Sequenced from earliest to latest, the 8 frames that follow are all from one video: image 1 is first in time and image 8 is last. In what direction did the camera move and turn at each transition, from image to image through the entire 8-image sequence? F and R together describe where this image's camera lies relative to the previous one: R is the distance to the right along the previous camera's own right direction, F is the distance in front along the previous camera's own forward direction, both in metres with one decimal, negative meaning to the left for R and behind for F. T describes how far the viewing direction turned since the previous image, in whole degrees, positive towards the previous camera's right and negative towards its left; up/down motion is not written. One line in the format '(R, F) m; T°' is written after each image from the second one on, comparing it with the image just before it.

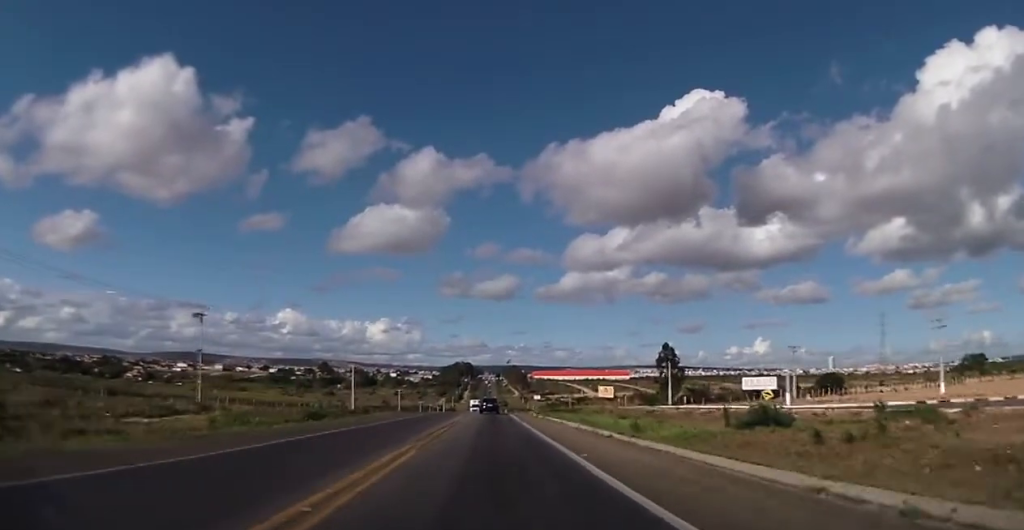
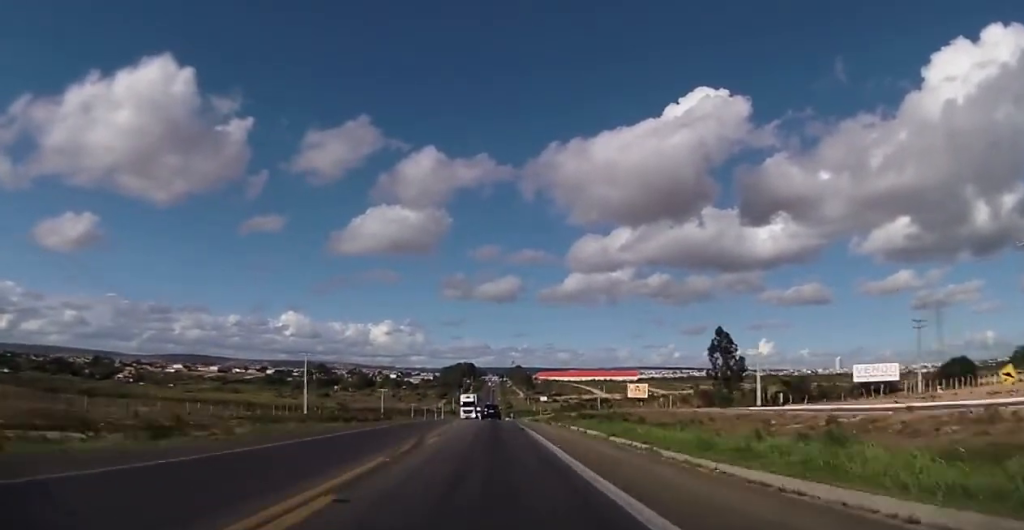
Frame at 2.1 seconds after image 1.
(+0.7, +38.8) m; +1°
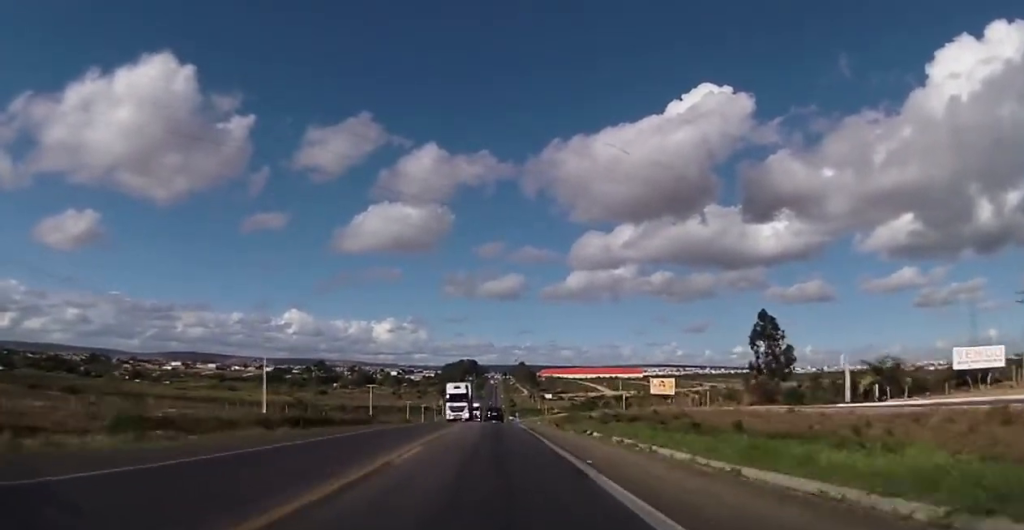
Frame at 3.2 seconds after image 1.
(0.0, +20.4) m; -1°
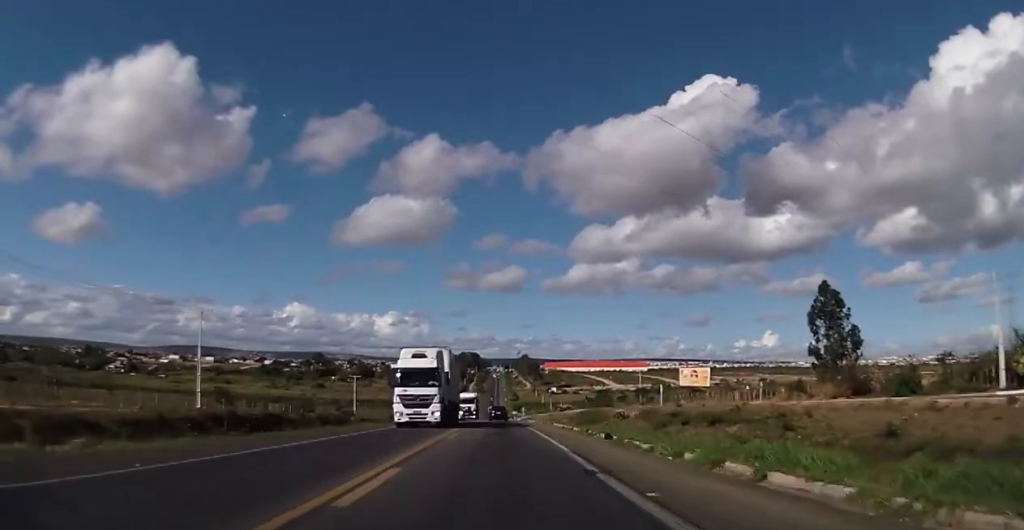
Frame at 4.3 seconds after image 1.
(-0.3, +20.6) m; 0°
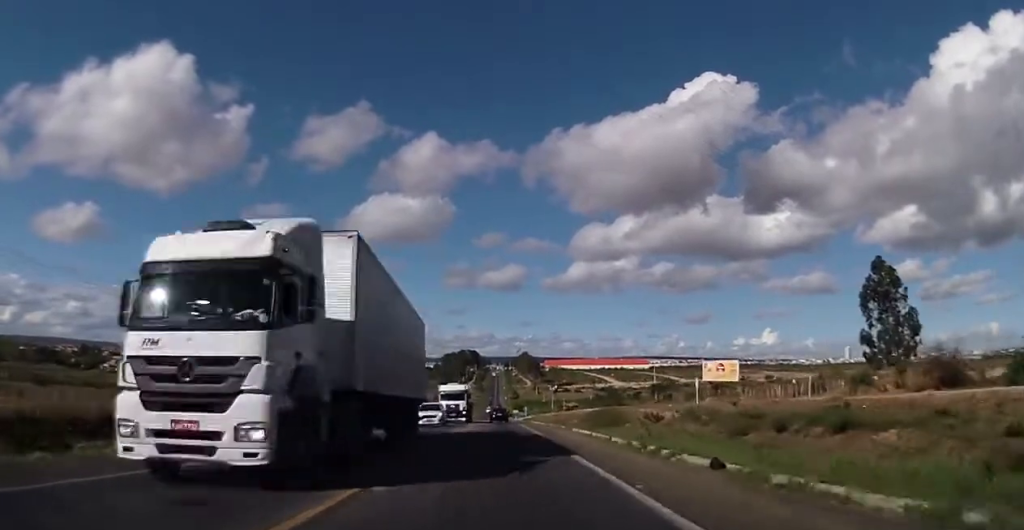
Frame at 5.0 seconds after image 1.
(+0.2, +13.8) m; -1°
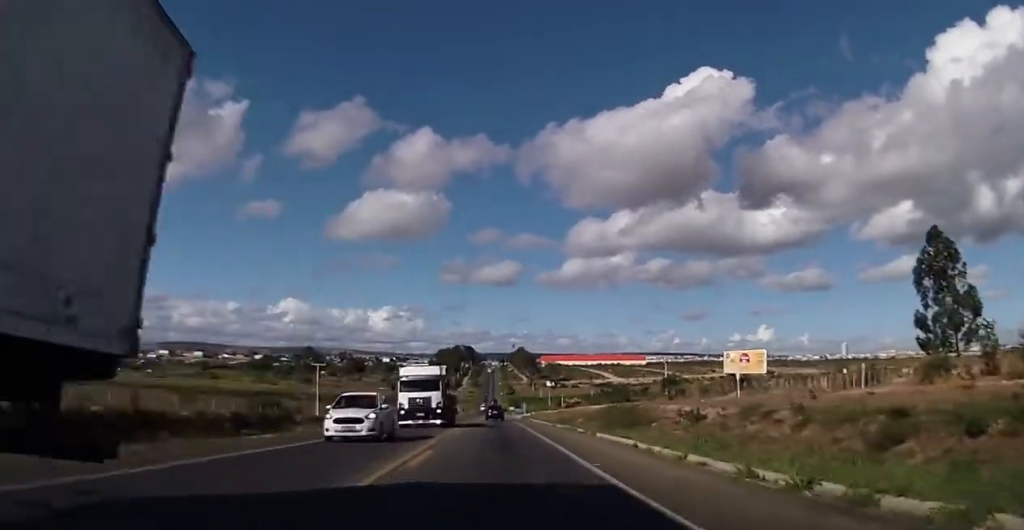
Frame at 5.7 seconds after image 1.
(-0.1, +12.0) m; 0°
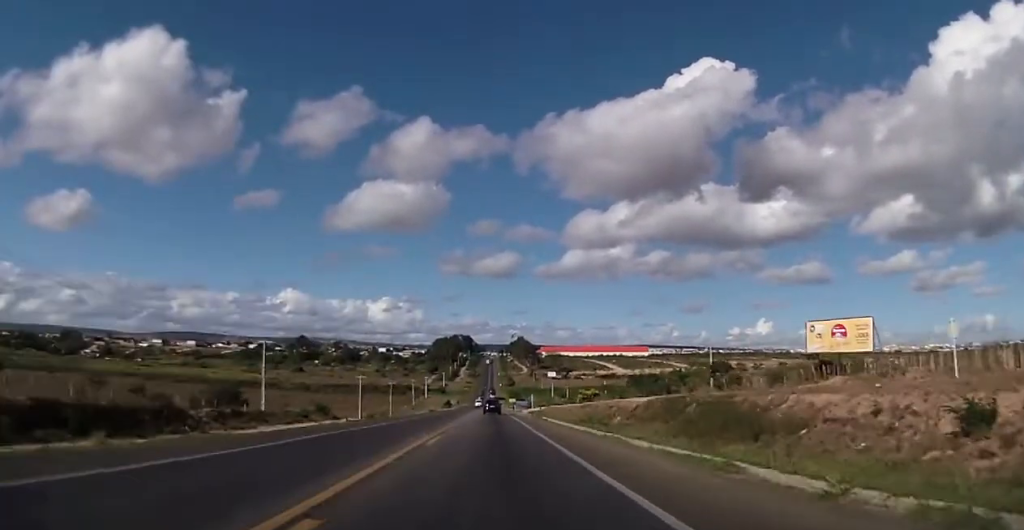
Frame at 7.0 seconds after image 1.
(+0.1, +26.0) m; +1°
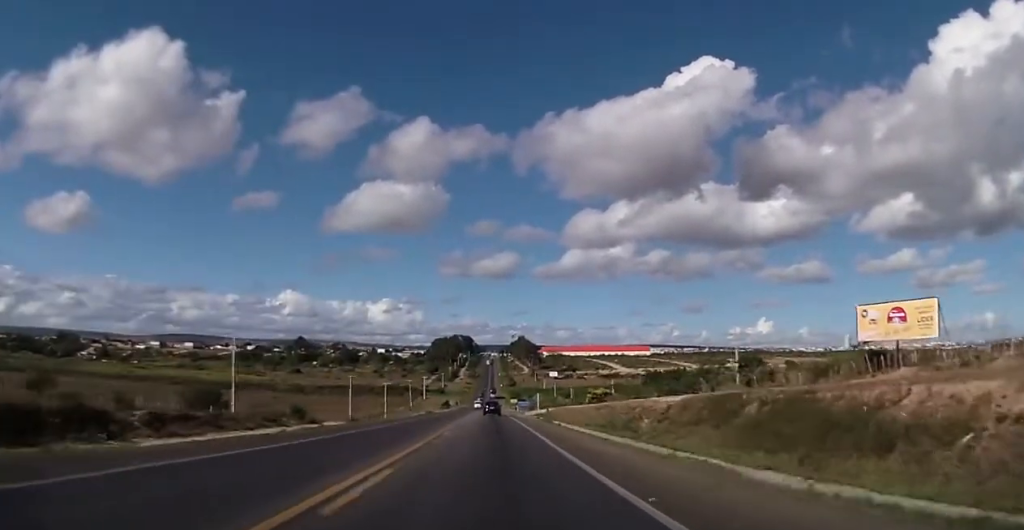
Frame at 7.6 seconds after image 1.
(+0.1, +10.3) m; 0°
